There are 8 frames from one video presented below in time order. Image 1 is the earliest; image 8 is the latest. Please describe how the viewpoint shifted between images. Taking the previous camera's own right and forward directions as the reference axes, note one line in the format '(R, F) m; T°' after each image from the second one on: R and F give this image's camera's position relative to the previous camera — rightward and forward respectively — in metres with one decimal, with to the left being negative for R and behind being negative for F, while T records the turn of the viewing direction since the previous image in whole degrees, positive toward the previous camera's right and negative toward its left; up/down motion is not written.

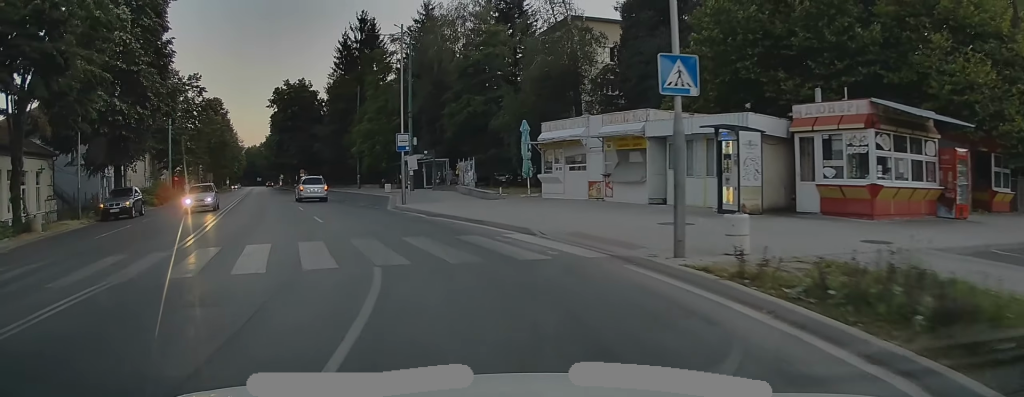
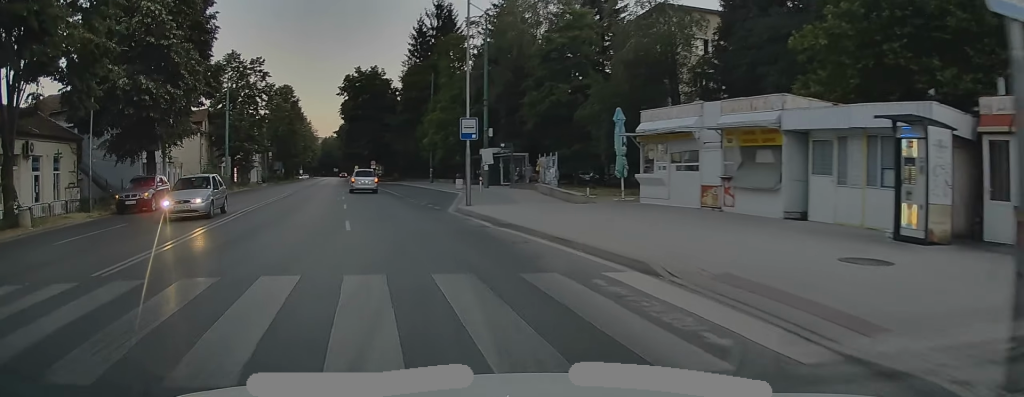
(+0.1, +5.4) m; -1°
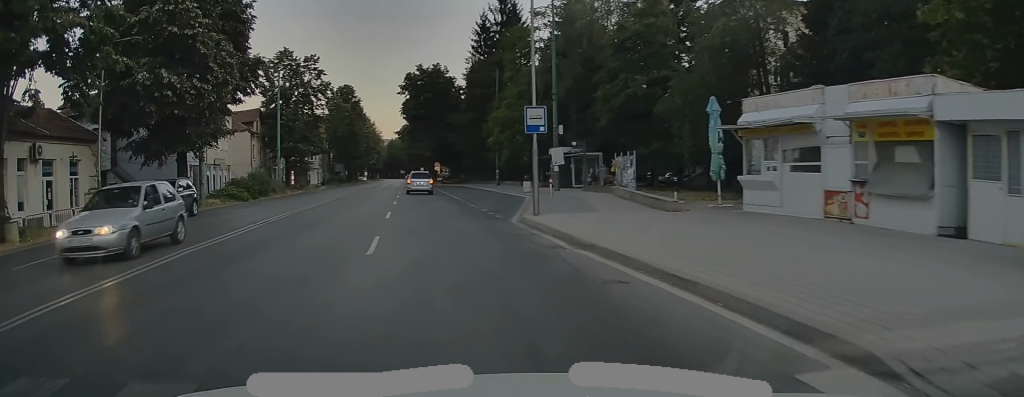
(-0.1, +4.1) m; -3°
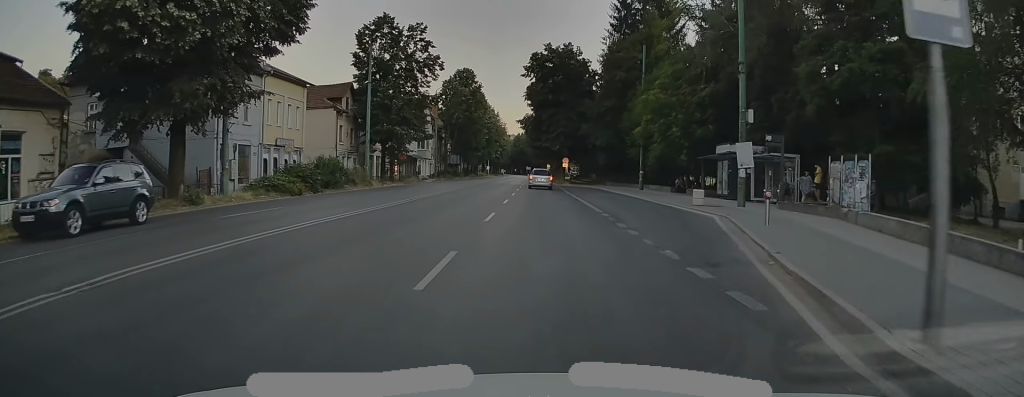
(-1.3, +12.8) m; -10°
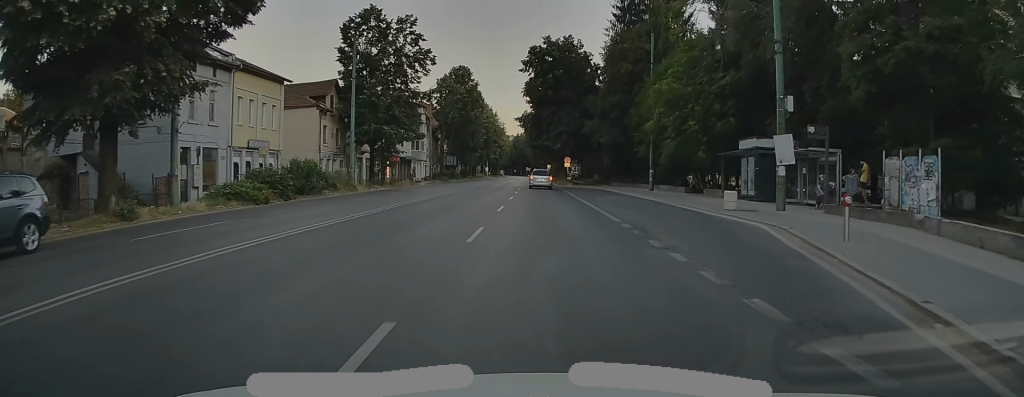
(-0.3, +4.4) m; -2°
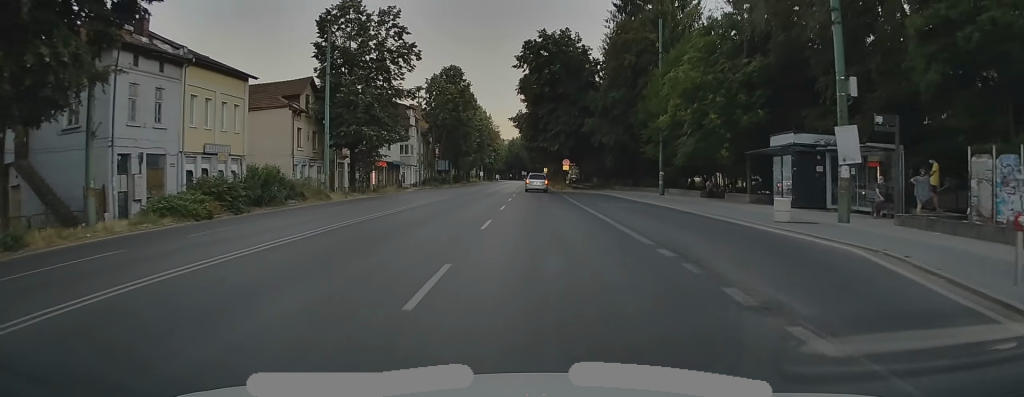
(0.0, +5.1) m; 0°
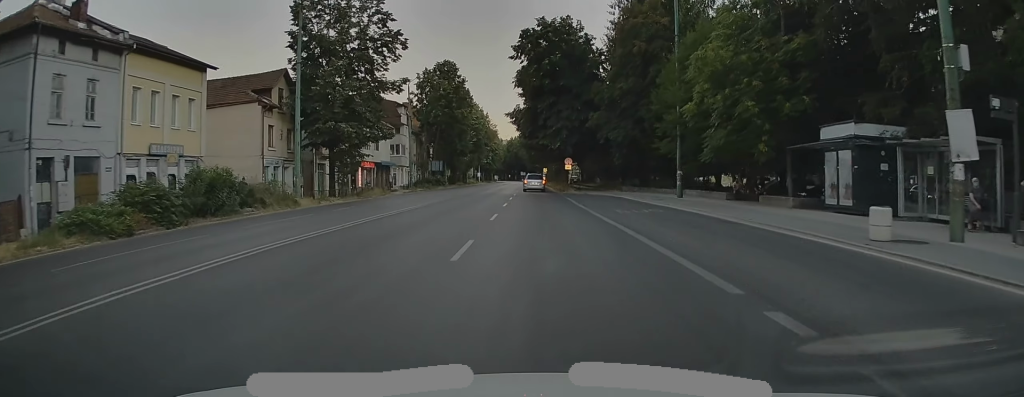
(+0.1, +5.2) m; 0°
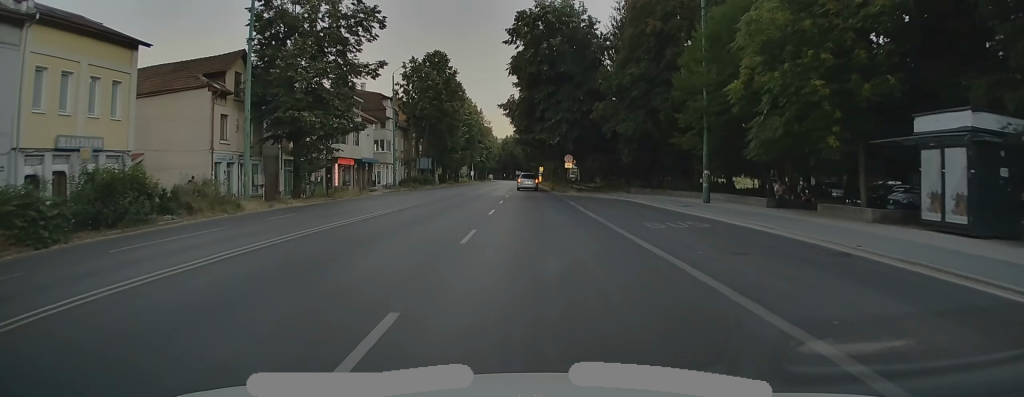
(0.0, +6.5) m; 0°
